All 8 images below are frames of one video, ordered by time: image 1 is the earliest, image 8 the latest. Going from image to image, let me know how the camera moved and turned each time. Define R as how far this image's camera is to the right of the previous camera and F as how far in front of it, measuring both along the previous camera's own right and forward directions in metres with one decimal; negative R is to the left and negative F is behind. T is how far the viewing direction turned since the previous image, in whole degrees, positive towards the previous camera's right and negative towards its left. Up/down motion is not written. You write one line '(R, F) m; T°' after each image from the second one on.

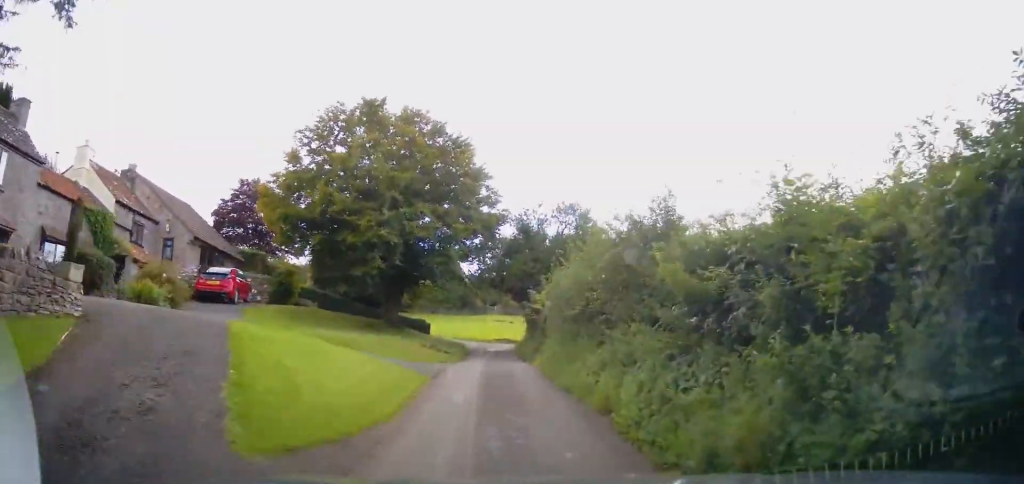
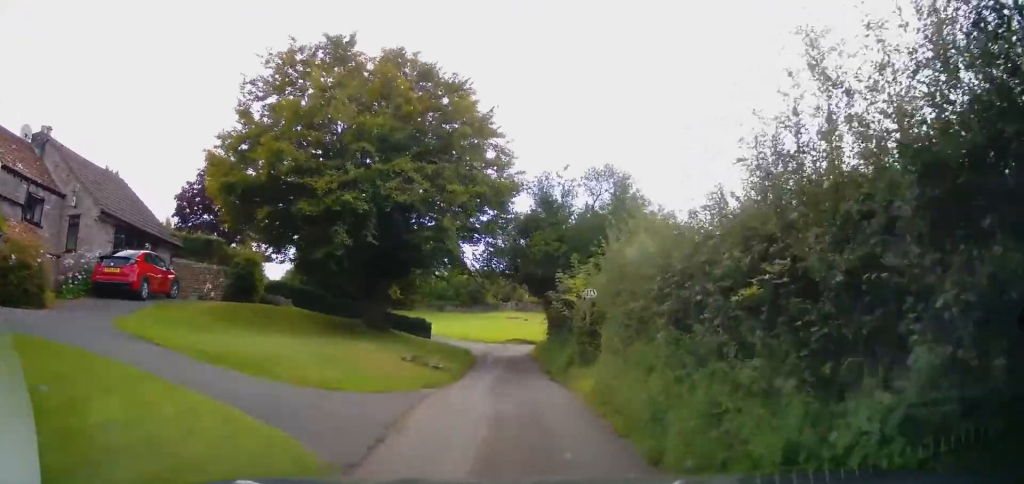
(-0.5, +7.7) m; -5°
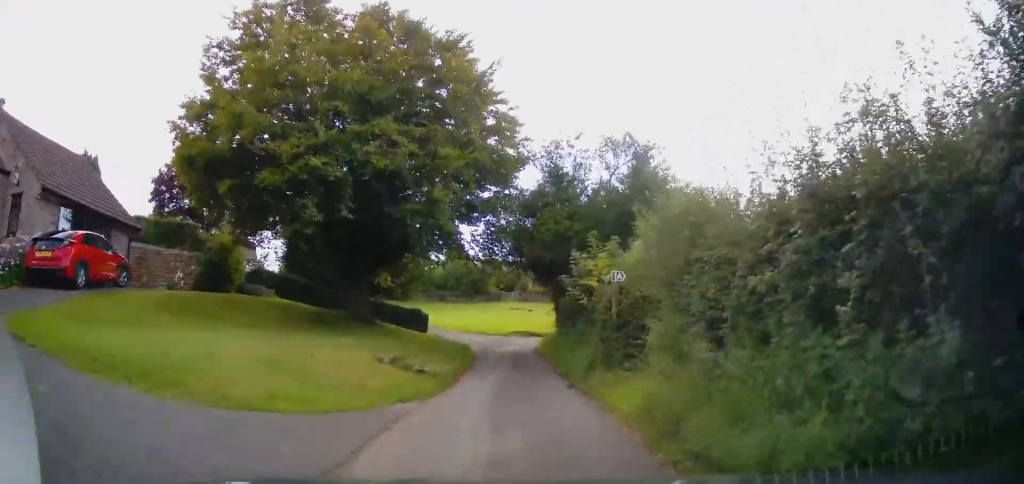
(-0.1, +3.5) m; 0°
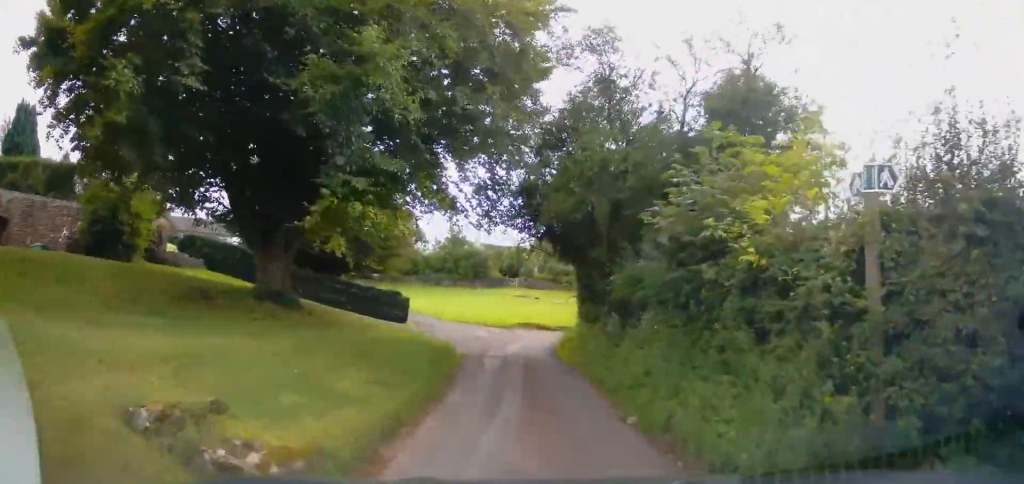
(+0.1, +9.8) m; +1°
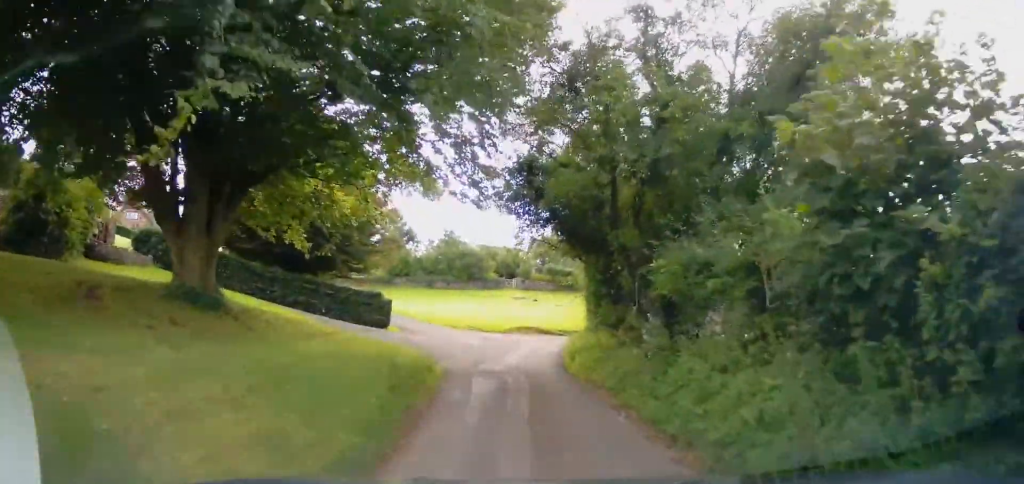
(+0.1, +4.1) m; 0°
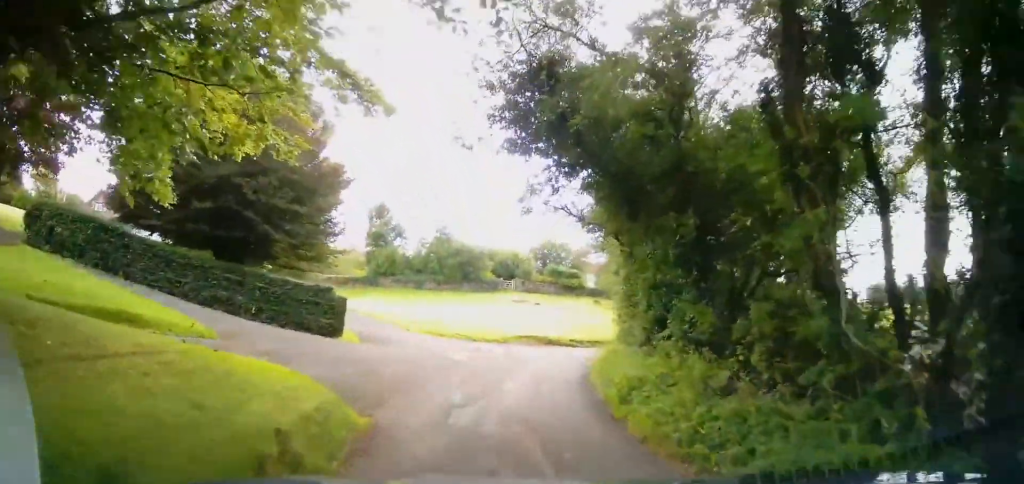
(-0.2, +7.4) m; -2°
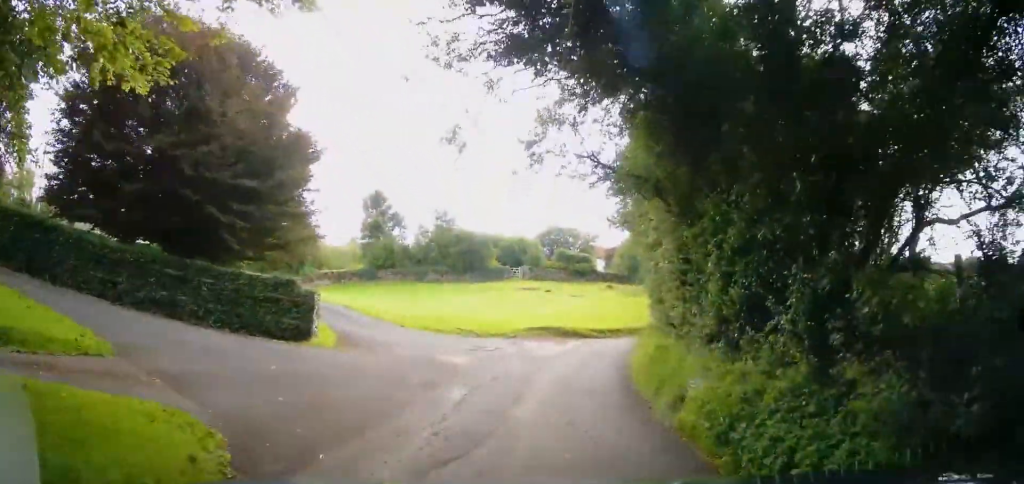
(0.0, +4.1) m; 0°
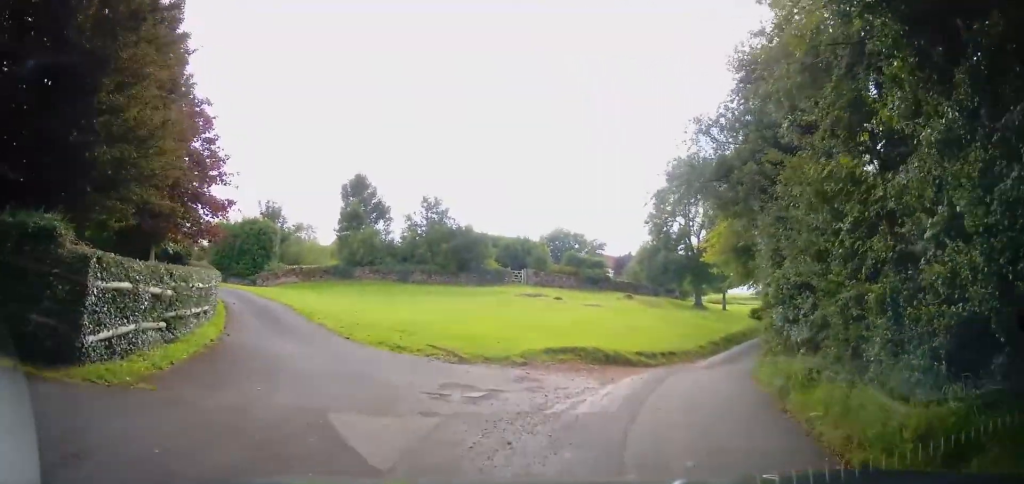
(-0.3, +10.4) m; +2°
